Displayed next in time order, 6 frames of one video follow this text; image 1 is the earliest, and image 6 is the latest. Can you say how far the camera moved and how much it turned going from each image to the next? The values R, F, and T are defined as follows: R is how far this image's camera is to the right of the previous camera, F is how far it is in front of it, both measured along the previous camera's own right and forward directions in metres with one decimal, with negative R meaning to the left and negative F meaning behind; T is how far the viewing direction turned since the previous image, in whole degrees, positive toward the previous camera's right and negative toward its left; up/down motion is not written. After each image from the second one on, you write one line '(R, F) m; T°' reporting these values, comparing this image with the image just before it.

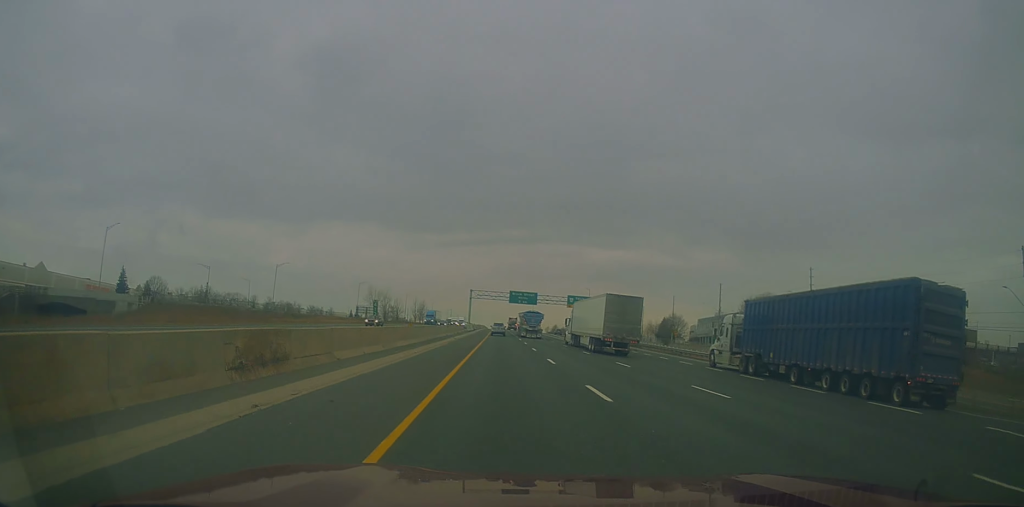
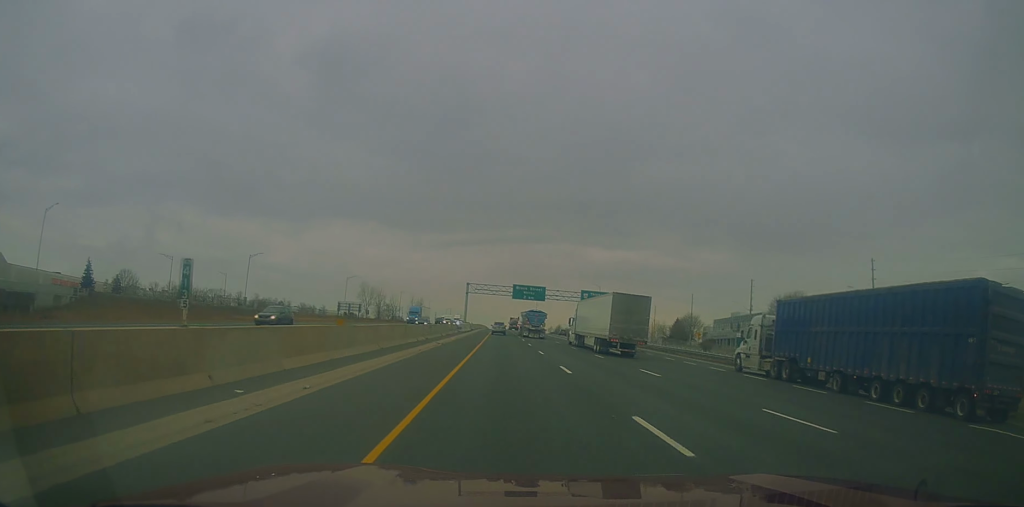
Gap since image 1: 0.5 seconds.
(+0.1, +17.1) m; 0°
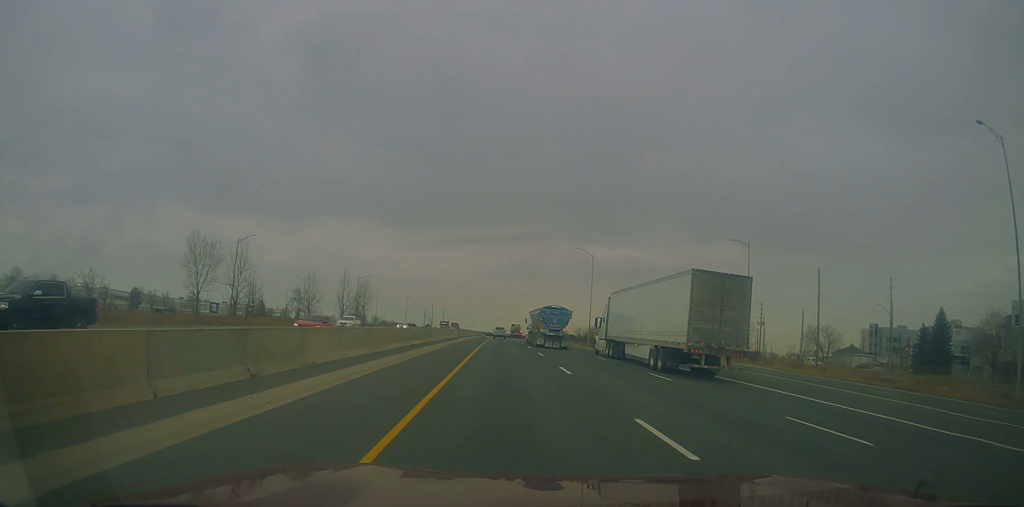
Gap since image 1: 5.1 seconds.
(-1.1, +146.3) m; 0°
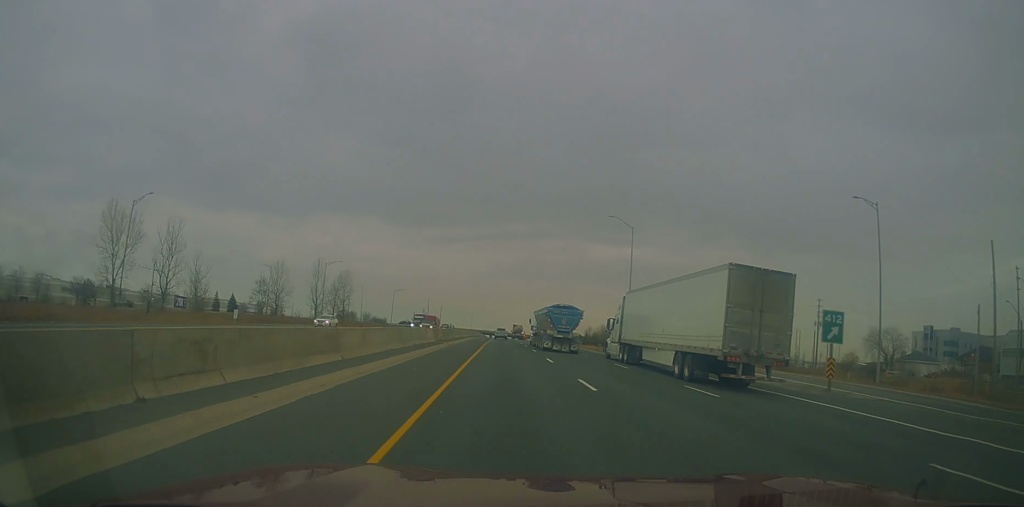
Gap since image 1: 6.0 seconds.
(-0.2, +28.7) m; -1°
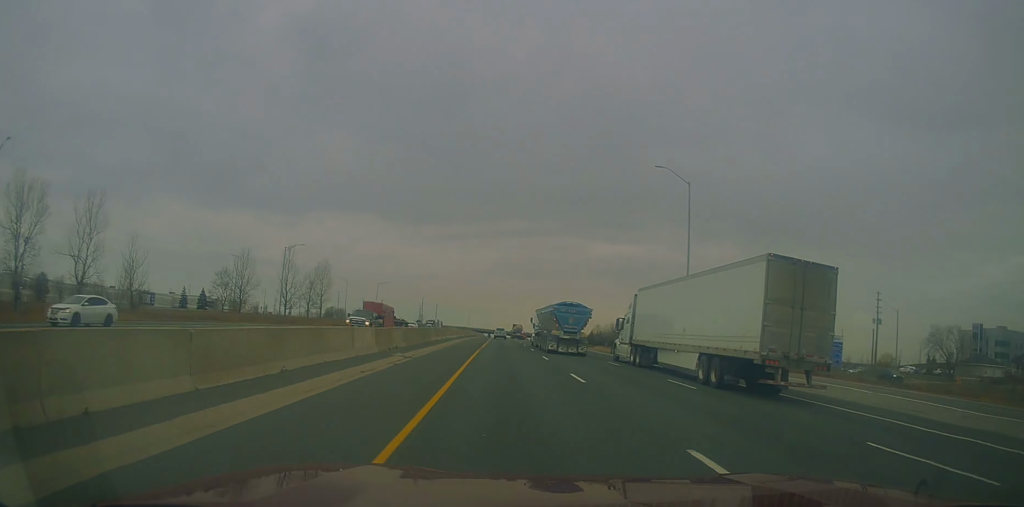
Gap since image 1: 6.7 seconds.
(-0.1, +22.3) m; 0°
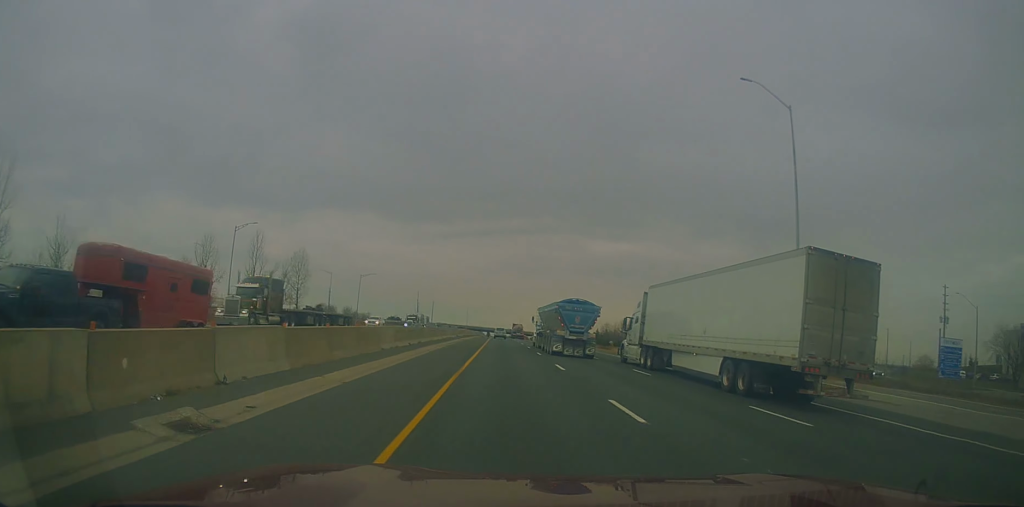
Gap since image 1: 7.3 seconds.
(-0.1, +19.1) m; 0°
